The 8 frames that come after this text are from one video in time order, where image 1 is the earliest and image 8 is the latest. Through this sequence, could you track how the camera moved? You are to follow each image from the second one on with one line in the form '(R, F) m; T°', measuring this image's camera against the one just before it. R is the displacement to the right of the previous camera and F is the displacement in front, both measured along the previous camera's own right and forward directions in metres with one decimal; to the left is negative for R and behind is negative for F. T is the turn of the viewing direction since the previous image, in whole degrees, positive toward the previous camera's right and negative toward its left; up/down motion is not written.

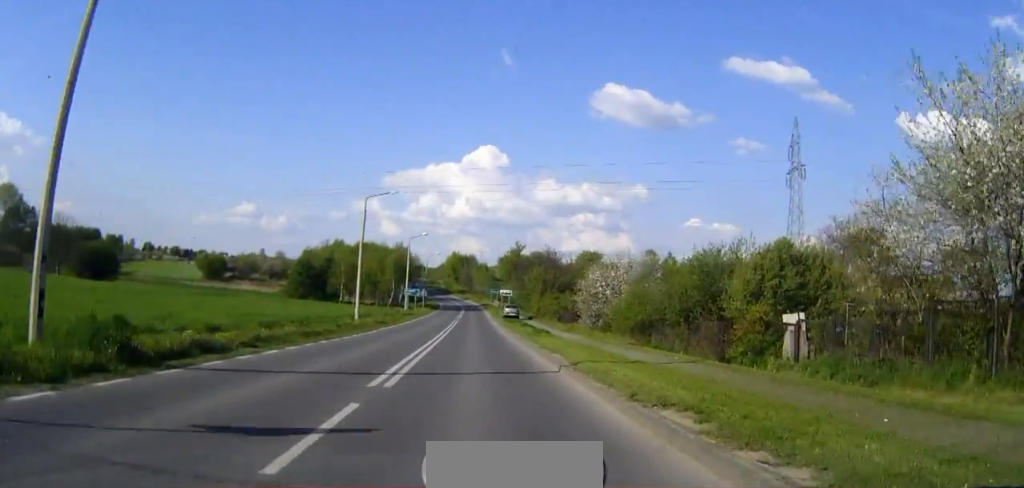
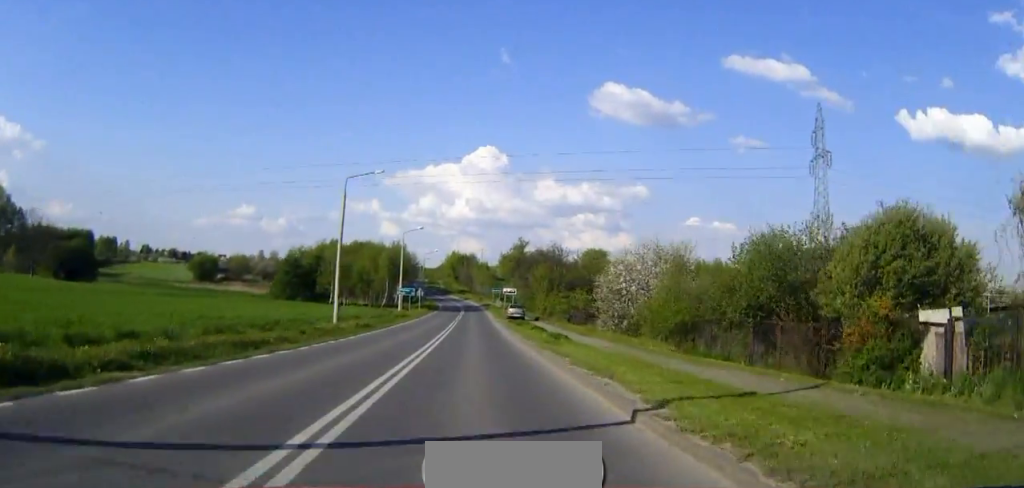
(0.0, +7.3) m; 0°
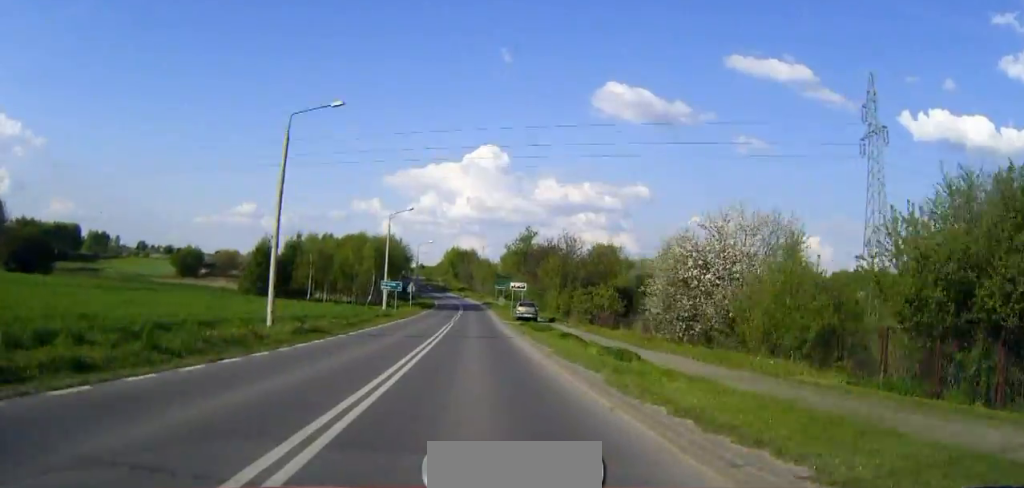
(0.0, +12.7) m; 0°
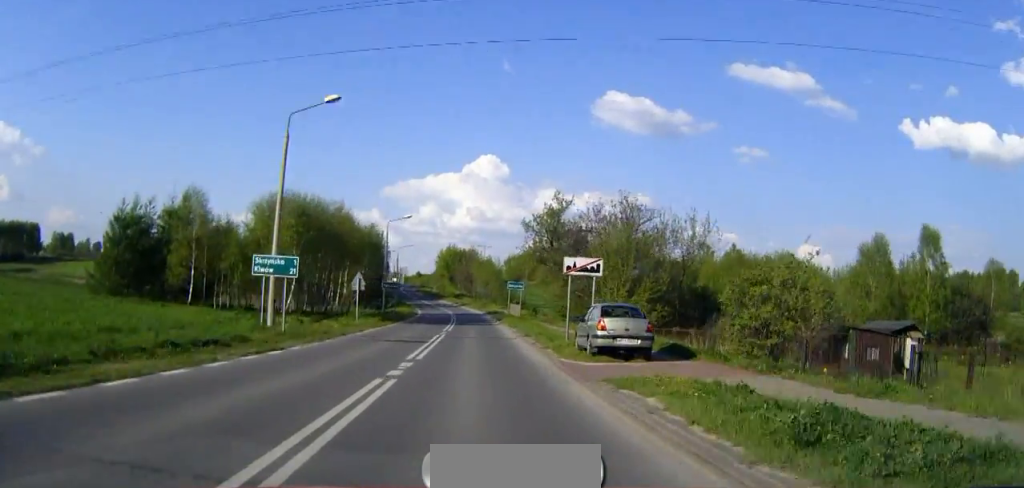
(0.0, +33.6) m; 0°
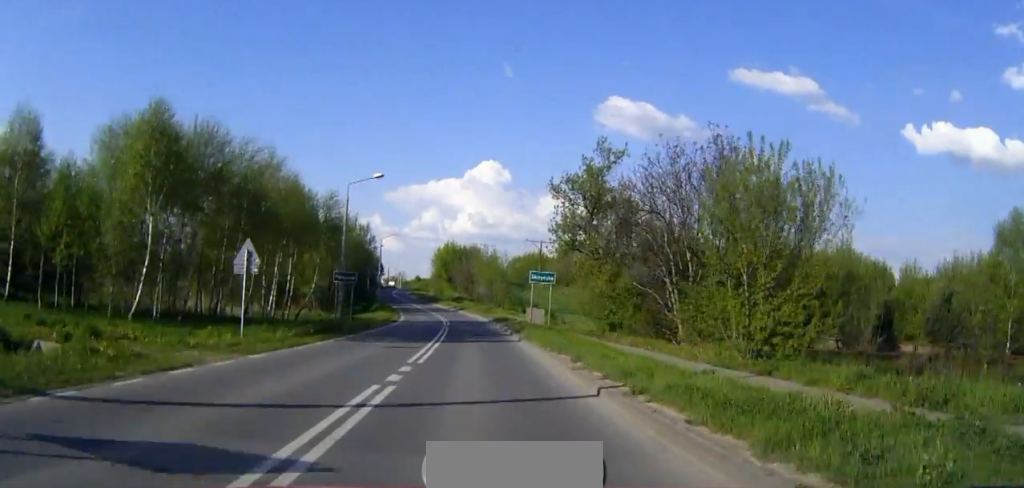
(0.0, +20.3) m; 0°
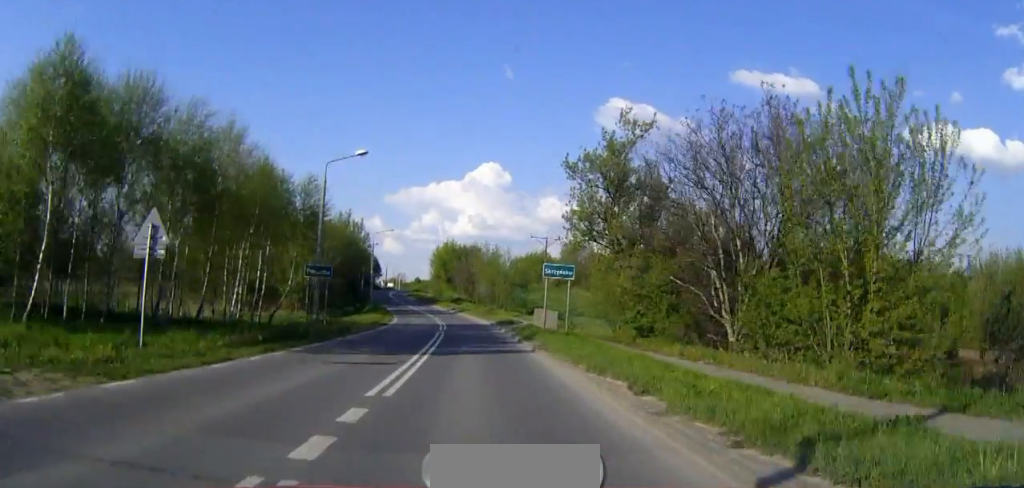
(0.0, +6.4) m; 0°
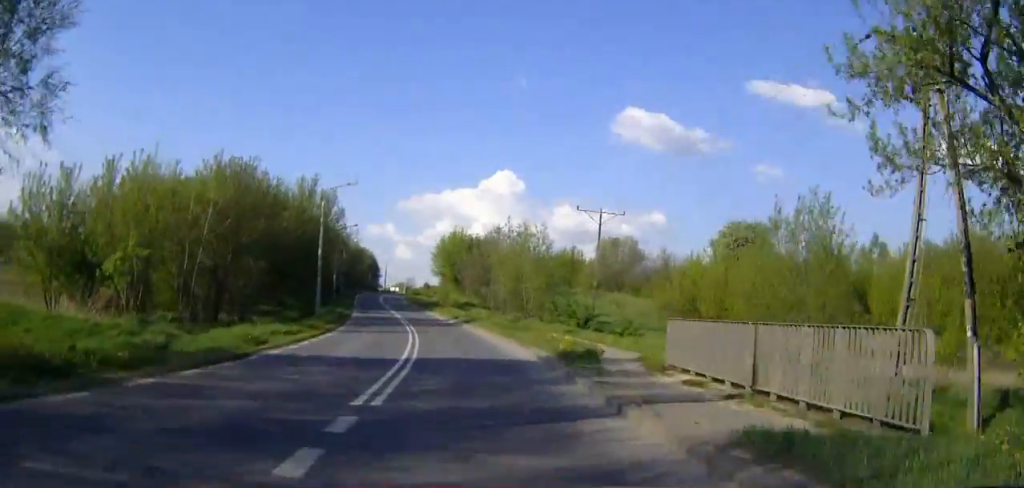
(-0.3, +30.1) m; -1°
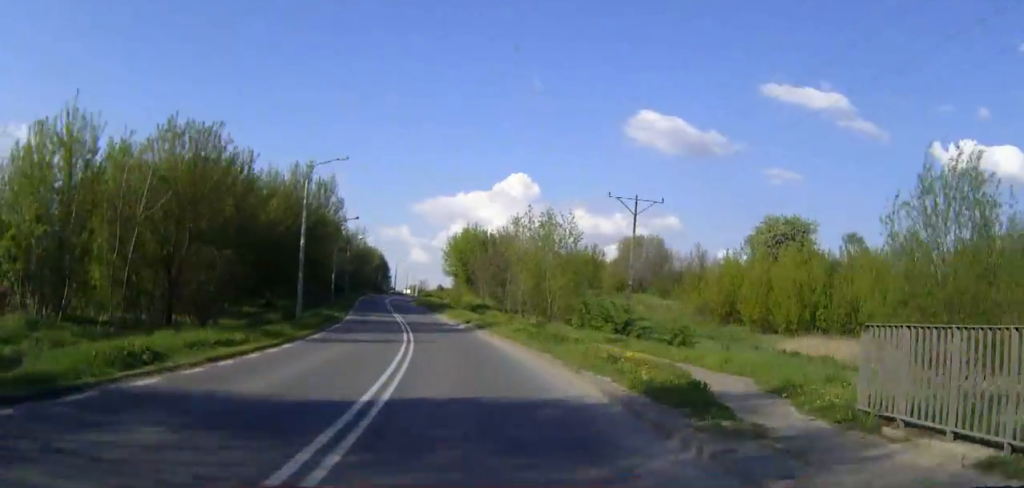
(0.0, +8.2) m; -1°
